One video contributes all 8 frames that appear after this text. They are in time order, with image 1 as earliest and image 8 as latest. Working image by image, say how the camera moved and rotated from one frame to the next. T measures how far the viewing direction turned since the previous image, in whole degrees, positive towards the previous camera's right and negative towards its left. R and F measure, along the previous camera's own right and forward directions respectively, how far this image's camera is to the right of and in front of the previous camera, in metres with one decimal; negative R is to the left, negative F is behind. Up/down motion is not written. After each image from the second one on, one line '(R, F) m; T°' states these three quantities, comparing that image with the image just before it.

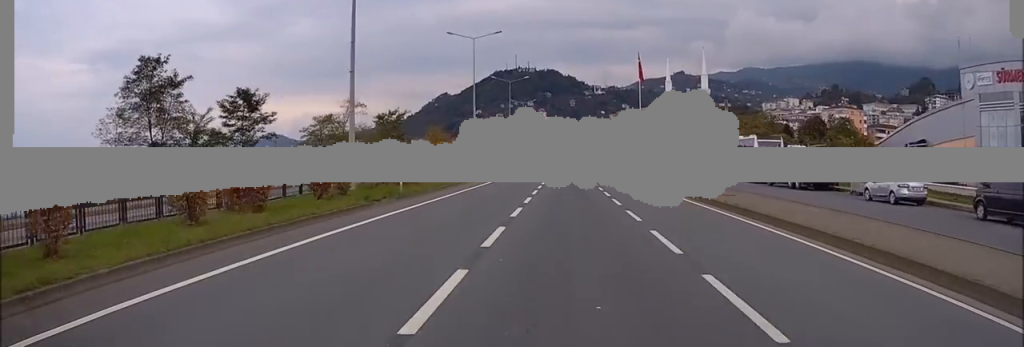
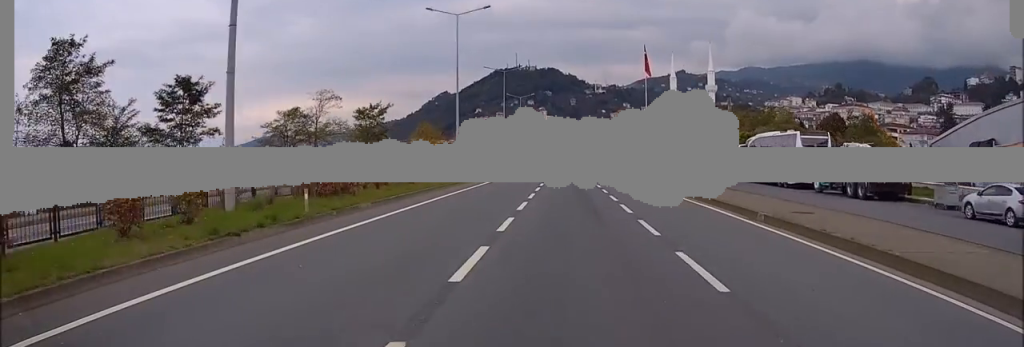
(0.0, +9.8) m; 0°
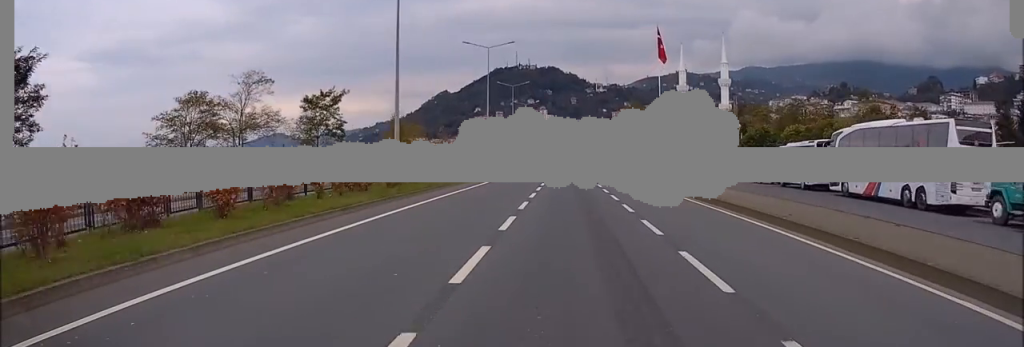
(+0.1, +17.7) m; 0°
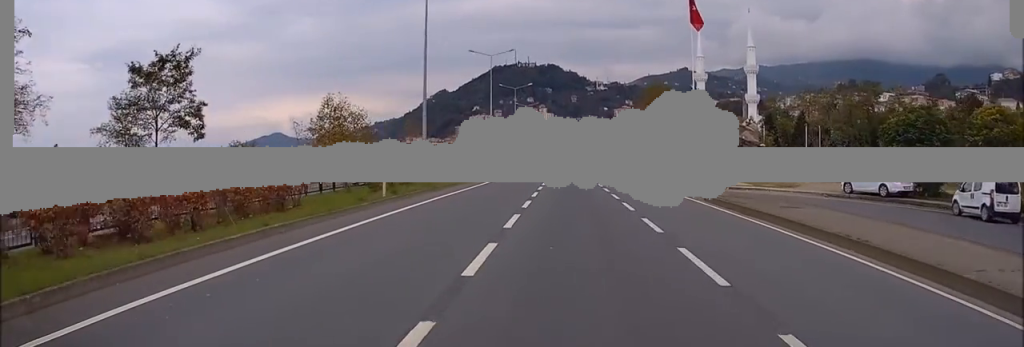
(0.0, +29.7) m; 0°
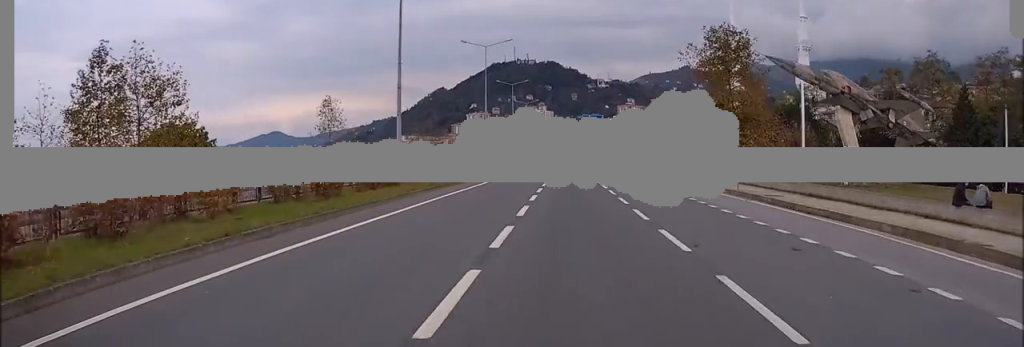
(-0.1, +38.5) m; 0°
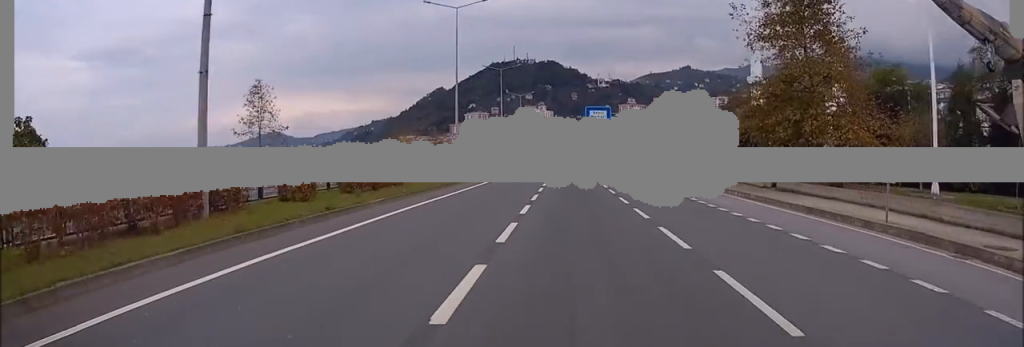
(+0.1, +16.3) m; 0°
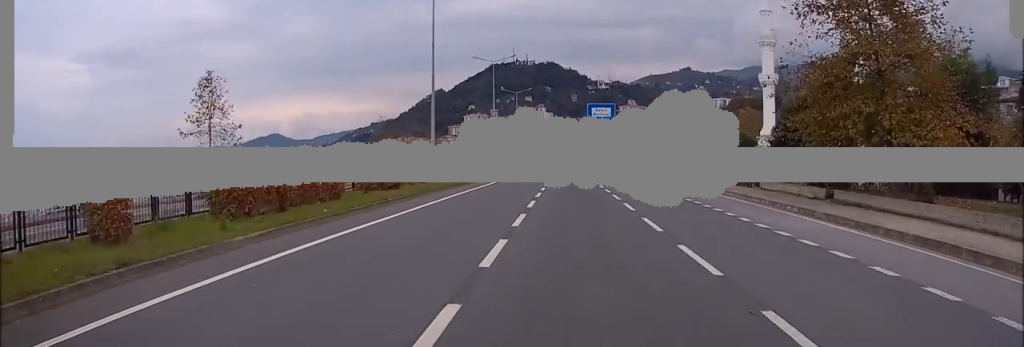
(0.0, +7.5) m; 0°
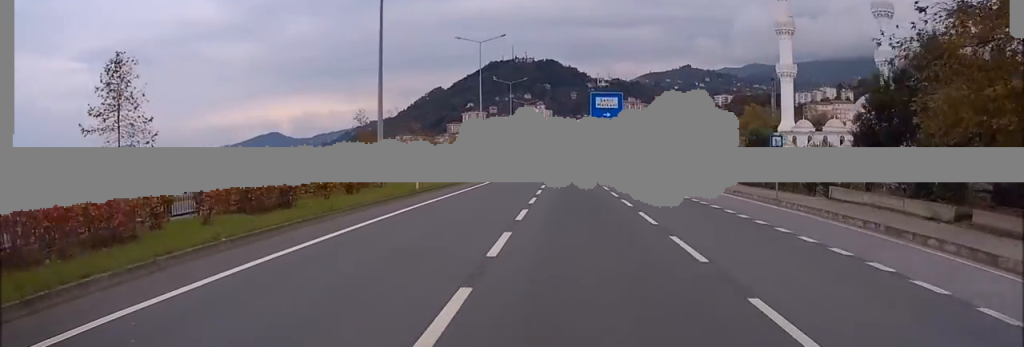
(-0.1, +9.4) m; 0°
